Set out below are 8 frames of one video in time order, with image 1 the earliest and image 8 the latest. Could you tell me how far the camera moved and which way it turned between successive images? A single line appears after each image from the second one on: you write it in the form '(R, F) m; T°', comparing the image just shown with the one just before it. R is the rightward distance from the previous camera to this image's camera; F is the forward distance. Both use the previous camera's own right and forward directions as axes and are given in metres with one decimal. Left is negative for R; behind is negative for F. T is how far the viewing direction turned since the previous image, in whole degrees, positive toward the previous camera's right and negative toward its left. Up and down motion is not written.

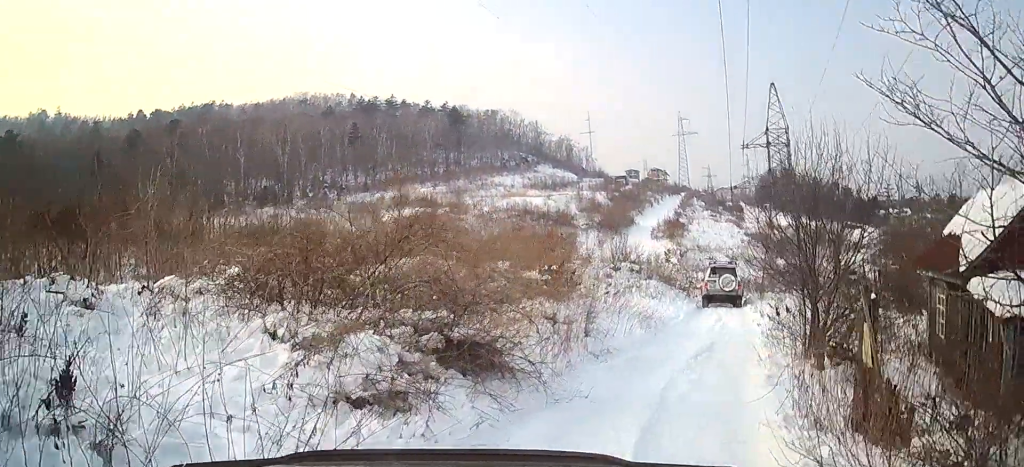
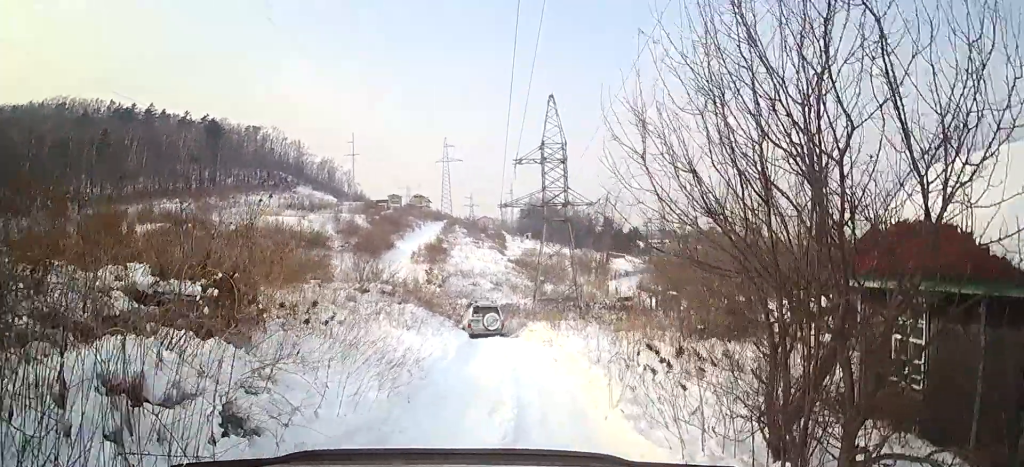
(+1.3, +6.3) m; +24°
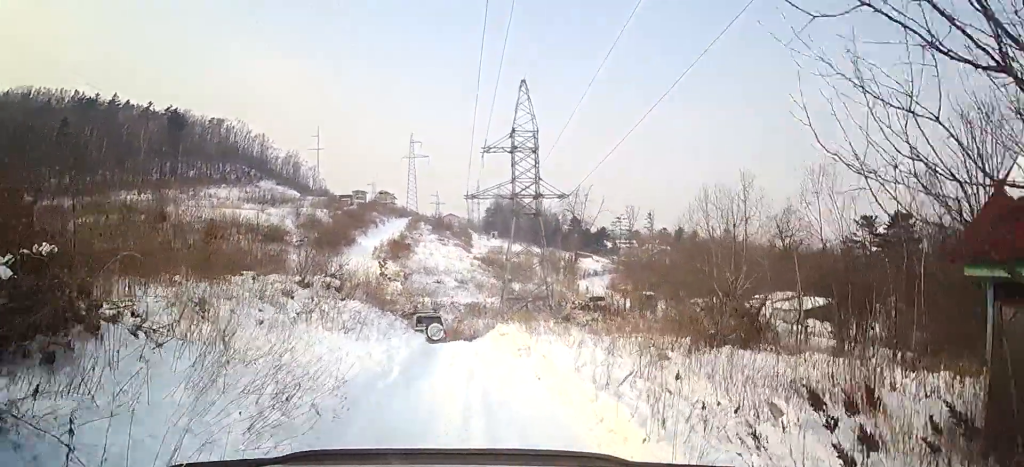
(+0.1, +3.3) m; +3°
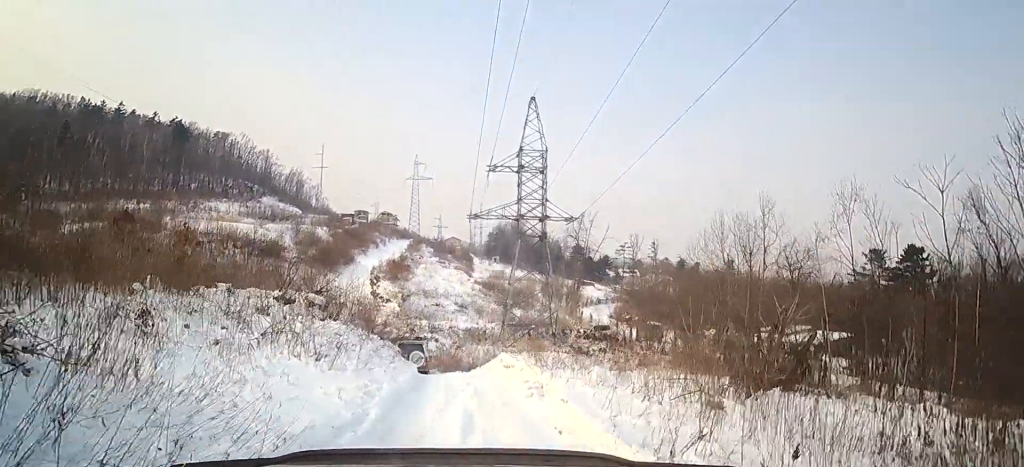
(0.0, +2.3) m; +1°
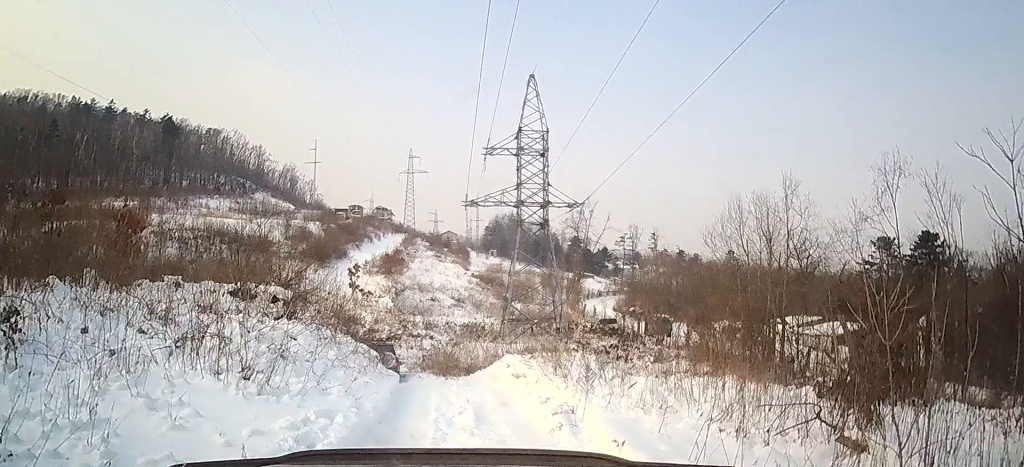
(0.0, +3.1) m; 0°
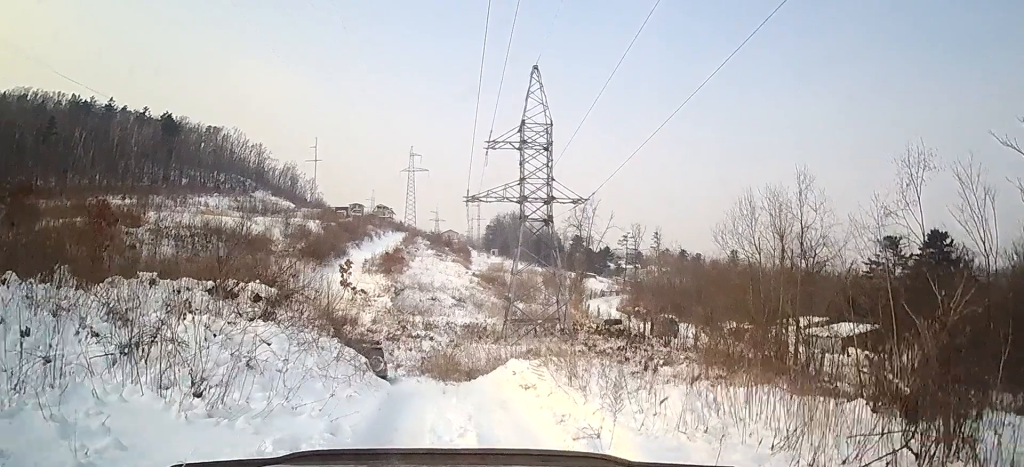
(0.0, +1.3) m; 0°
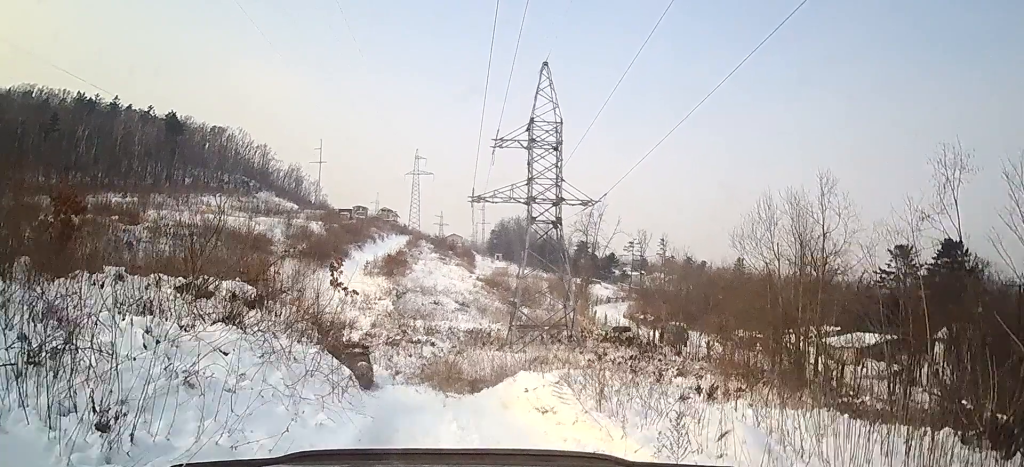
(0.0, +1.8) m; 0°
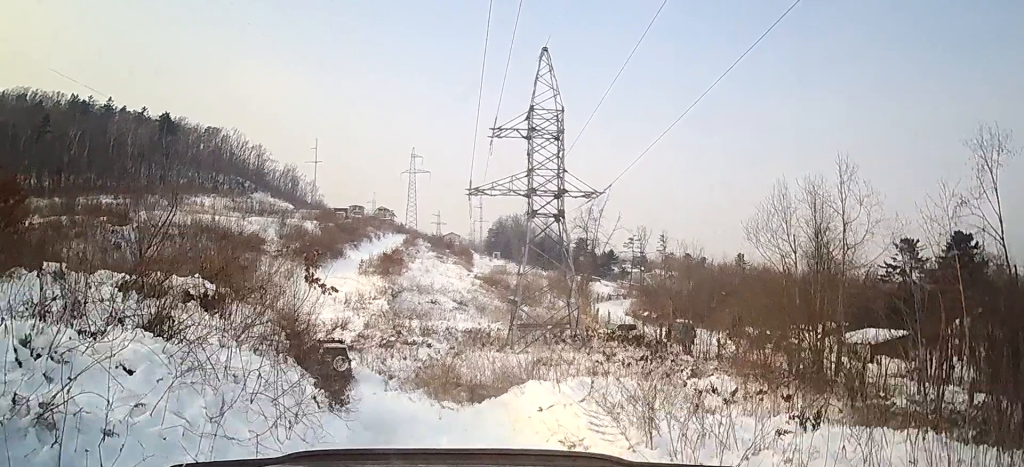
(0.0, +2.1) m; +1°
